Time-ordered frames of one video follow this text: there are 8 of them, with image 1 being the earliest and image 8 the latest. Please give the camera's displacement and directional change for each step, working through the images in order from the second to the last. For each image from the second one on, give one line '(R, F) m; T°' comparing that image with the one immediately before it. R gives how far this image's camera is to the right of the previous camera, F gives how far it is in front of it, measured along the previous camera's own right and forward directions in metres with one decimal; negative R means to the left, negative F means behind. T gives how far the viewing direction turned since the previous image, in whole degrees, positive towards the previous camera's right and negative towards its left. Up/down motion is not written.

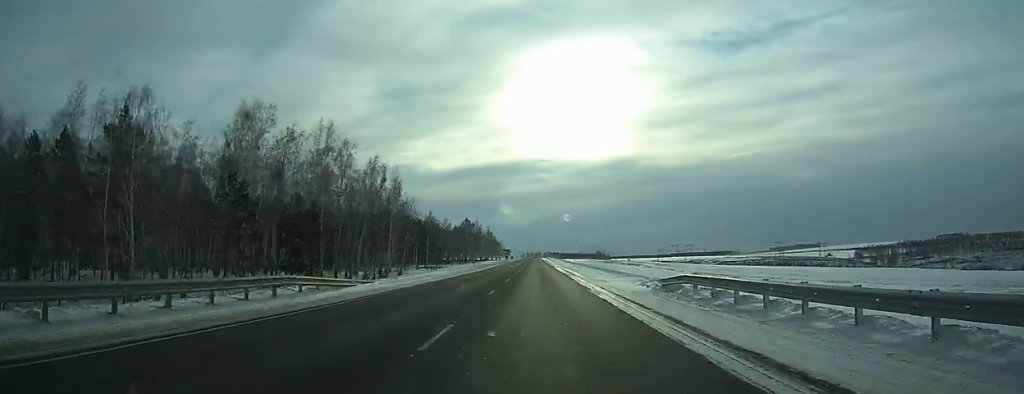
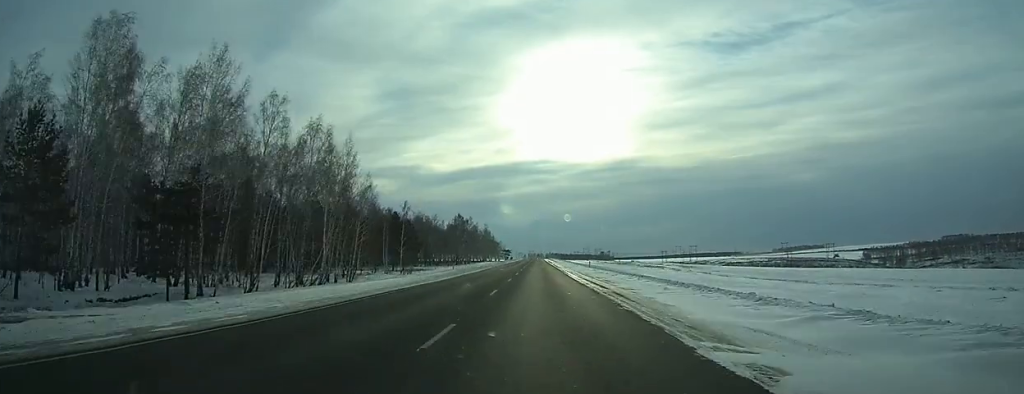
(0.0, +21.0) m; 0°
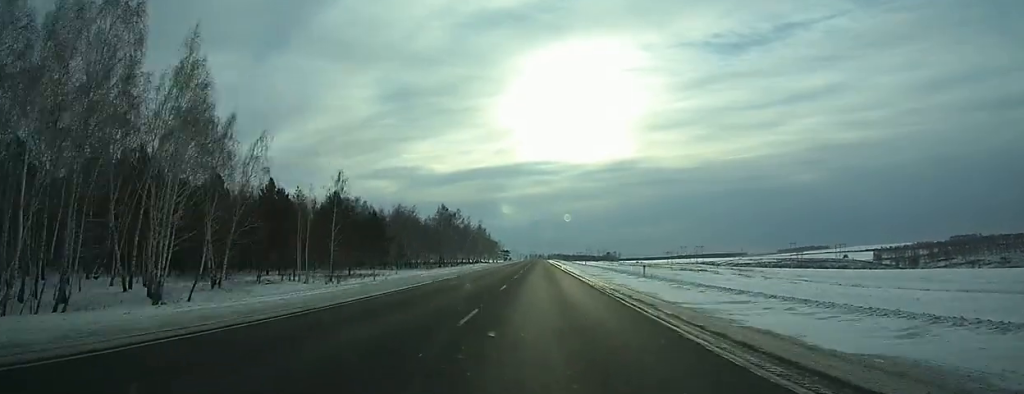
(0.0, +29.6) m; 0°
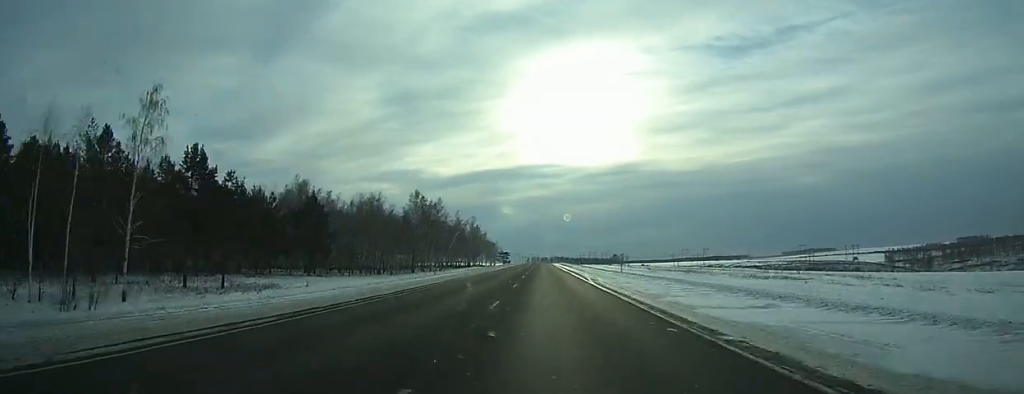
(0.0, +30.7) m; 0°
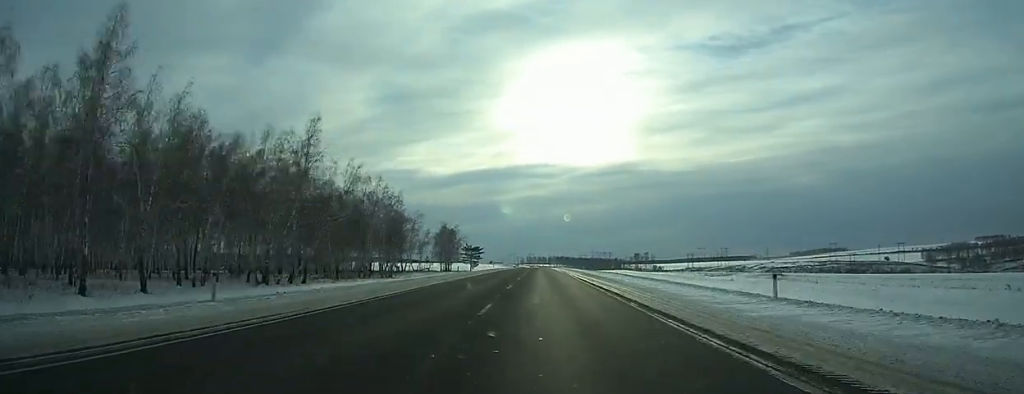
(+0.2, +132.7) m; 0°
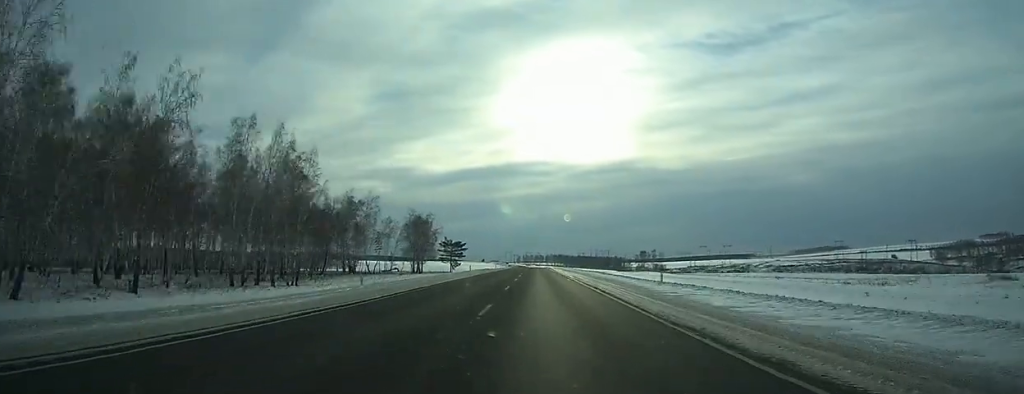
(-0.1, +36.9) m; 0°
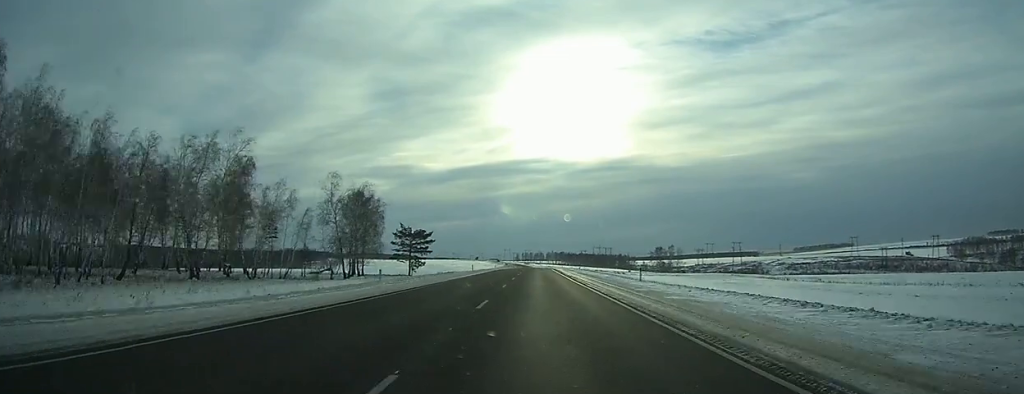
(+0.1, +48.8) m; 0°
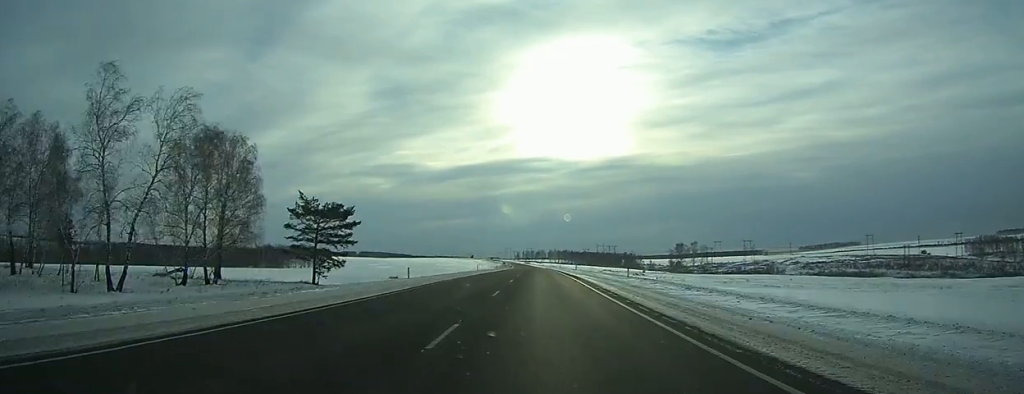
(-0.1, +46.0) m; 0°
